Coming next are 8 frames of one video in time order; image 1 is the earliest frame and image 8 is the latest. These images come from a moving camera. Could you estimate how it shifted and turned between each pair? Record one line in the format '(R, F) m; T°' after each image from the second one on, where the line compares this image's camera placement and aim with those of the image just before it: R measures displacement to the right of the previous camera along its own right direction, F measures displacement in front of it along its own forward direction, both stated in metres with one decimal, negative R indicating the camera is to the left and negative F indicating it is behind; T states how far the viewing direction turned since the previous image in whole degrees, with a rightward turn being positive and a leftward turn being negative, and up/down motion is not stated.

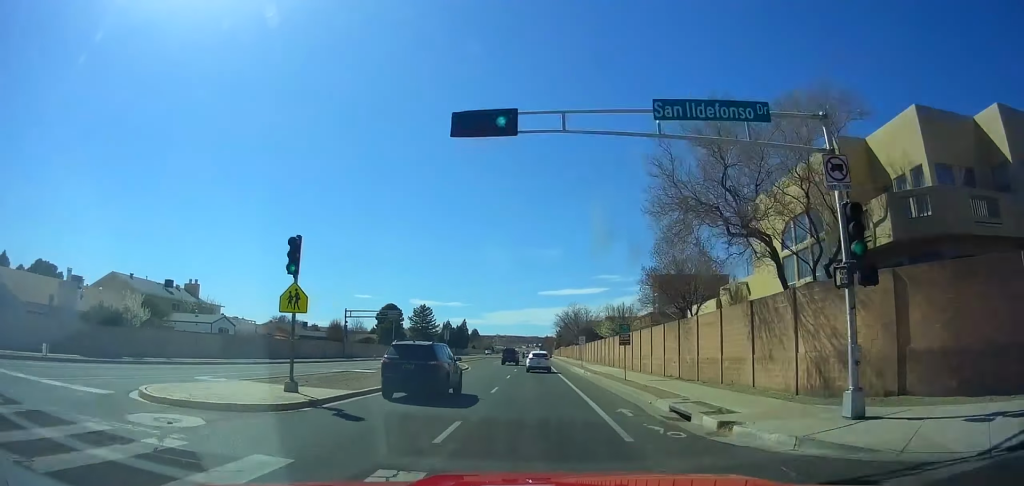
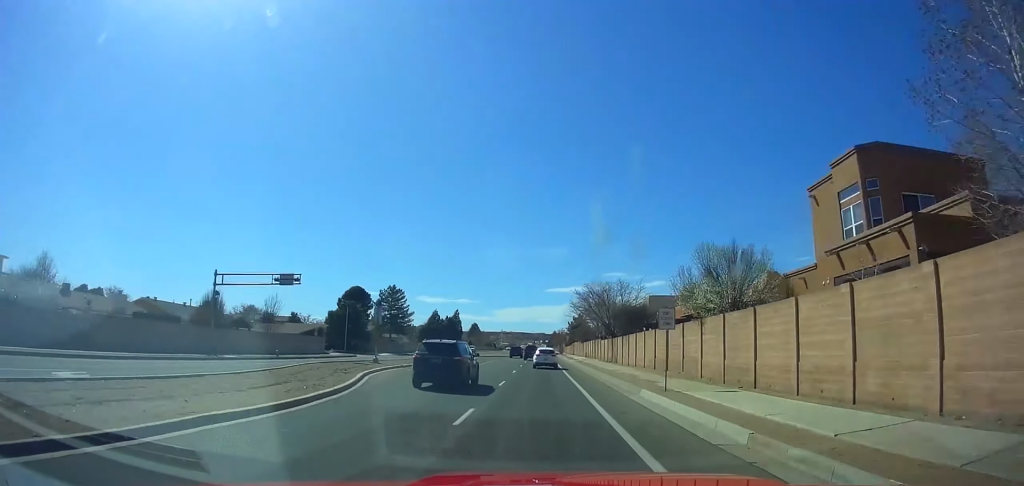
(+0.1, +34.6) m; -1°
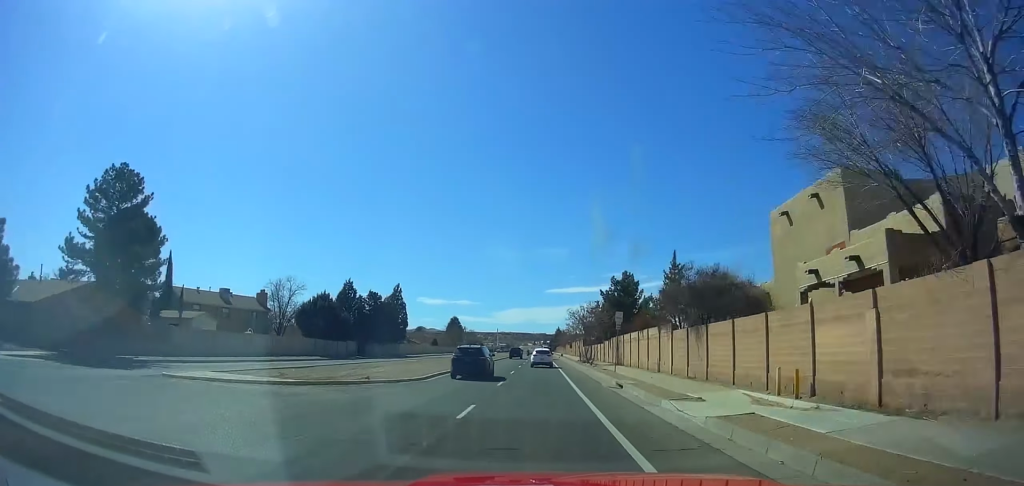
(-1.1, +71.7) m; -1°
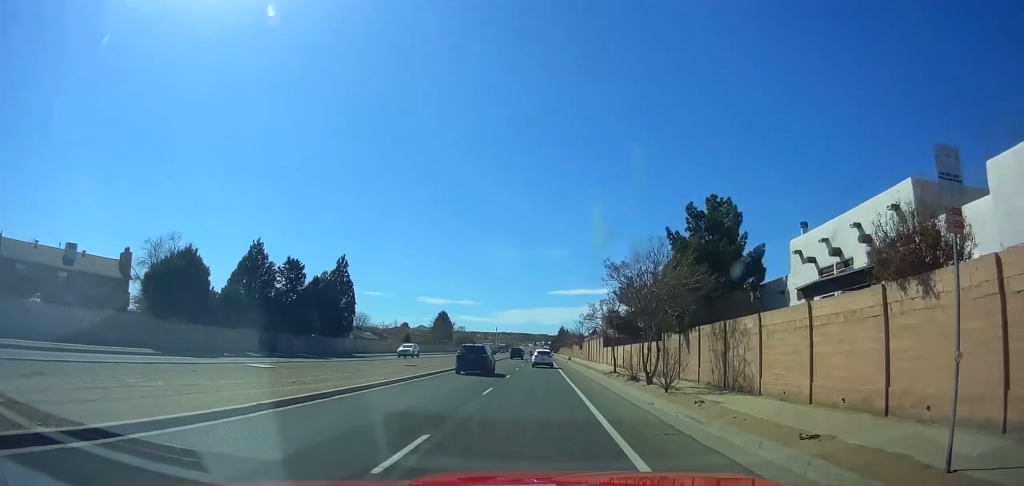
(0.0, +30.0) m; 0°
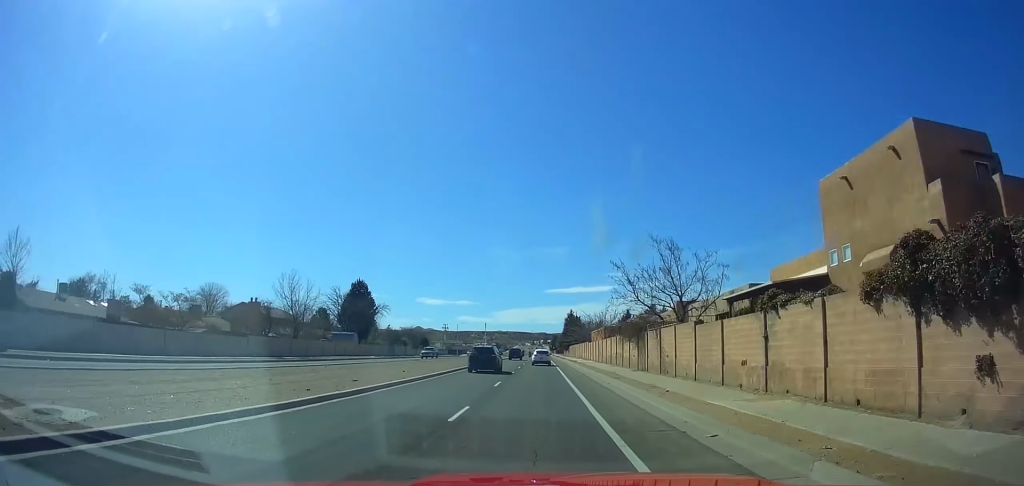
(+0.4, +90.1) m; +1°
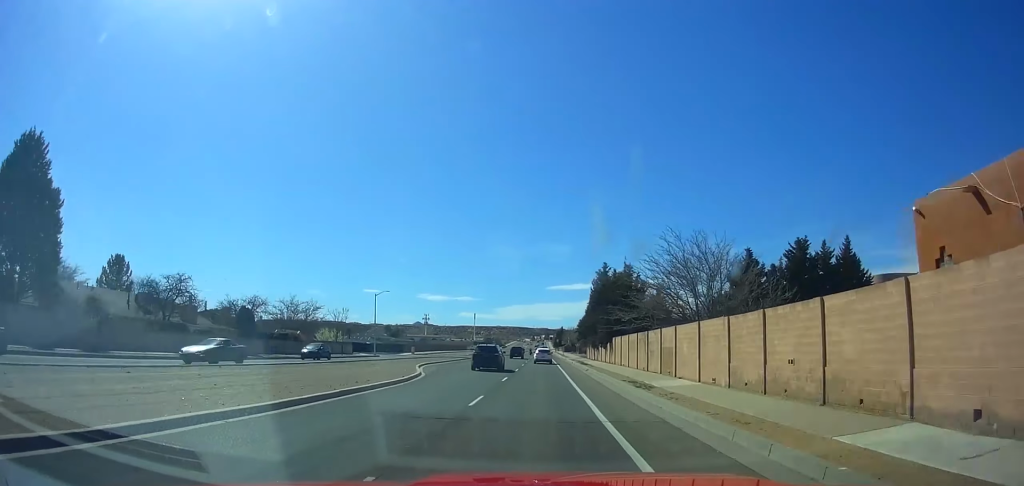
(+0.2, +80.0) m; 0°
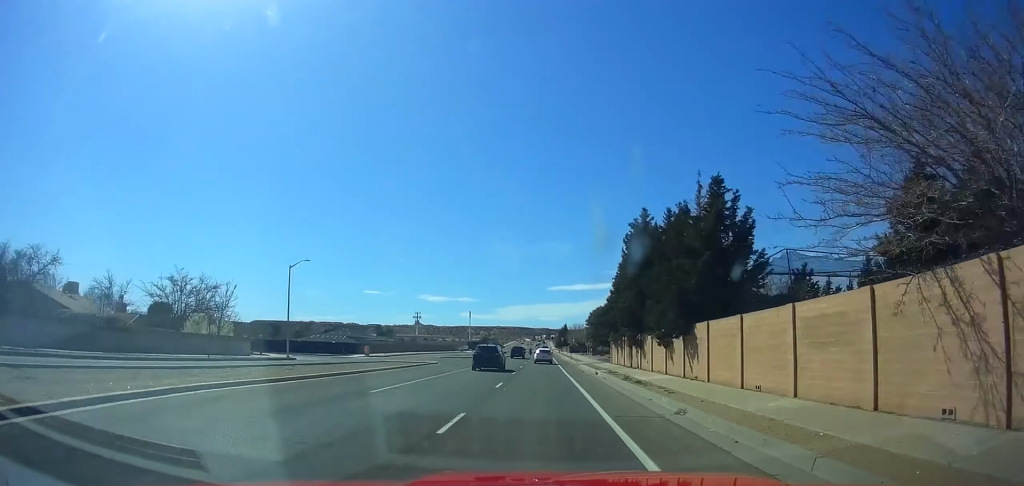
(-0.2, +28.5) m; 0°
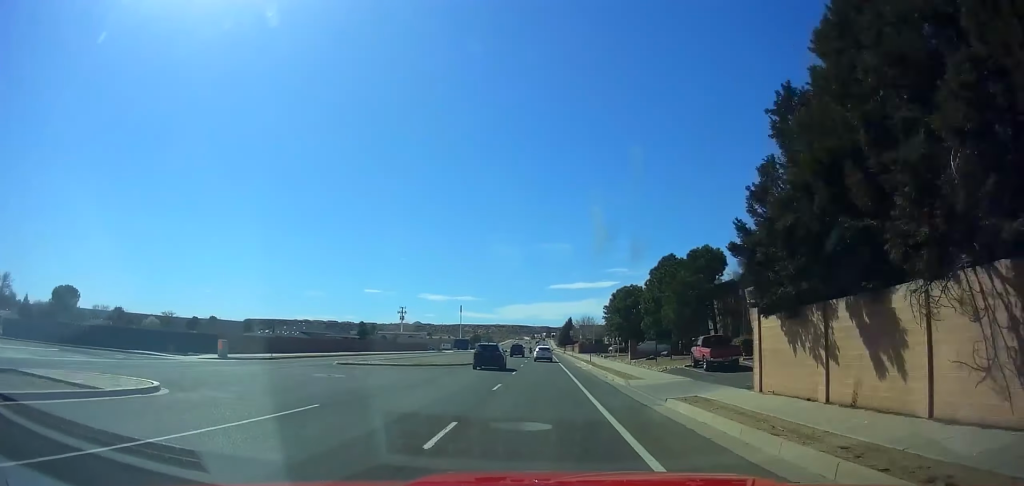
(0.0, +37.2) m; 0°
